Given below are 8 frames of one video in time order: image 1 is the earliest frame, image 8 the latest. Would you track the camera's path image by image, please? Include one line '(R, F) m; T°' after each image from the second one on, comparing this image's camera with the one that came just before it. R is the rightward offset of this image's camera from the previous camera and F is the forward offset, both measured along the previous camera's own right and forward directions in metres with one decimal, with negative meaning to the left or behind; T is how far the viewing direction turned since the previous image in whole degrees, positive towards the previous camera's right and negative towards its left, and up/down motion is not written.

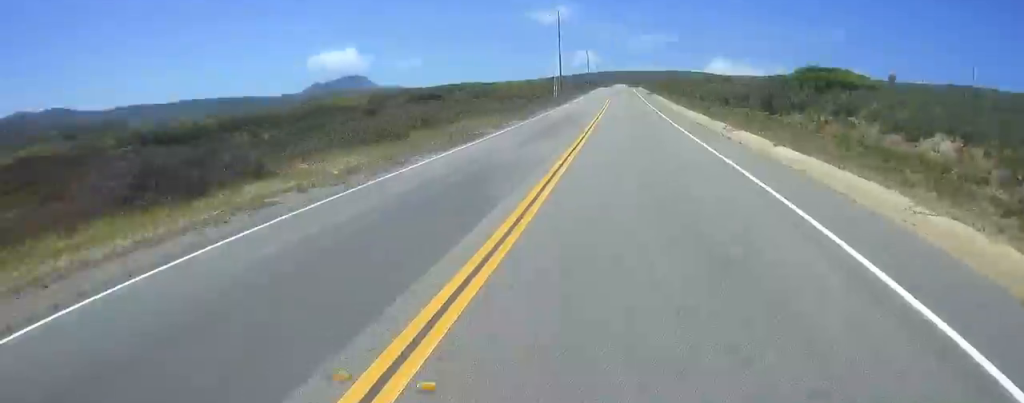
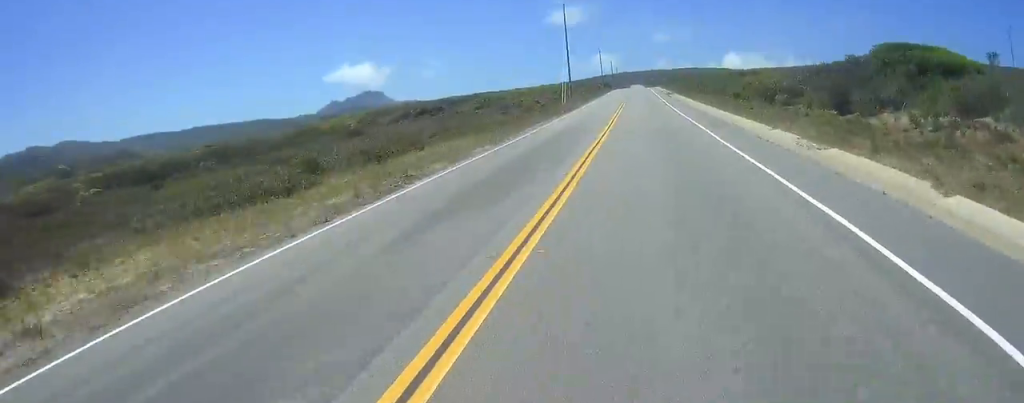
(0.0, +11.3) m; 0°
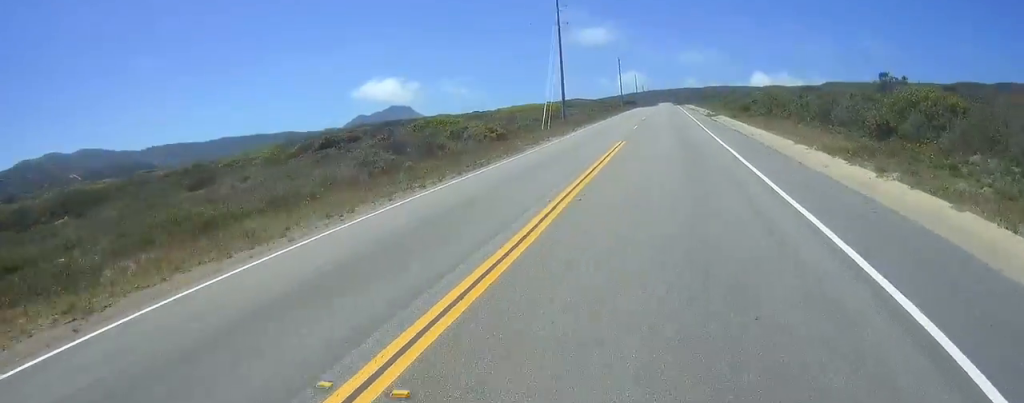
(+0.2, +33.1) m; +1°
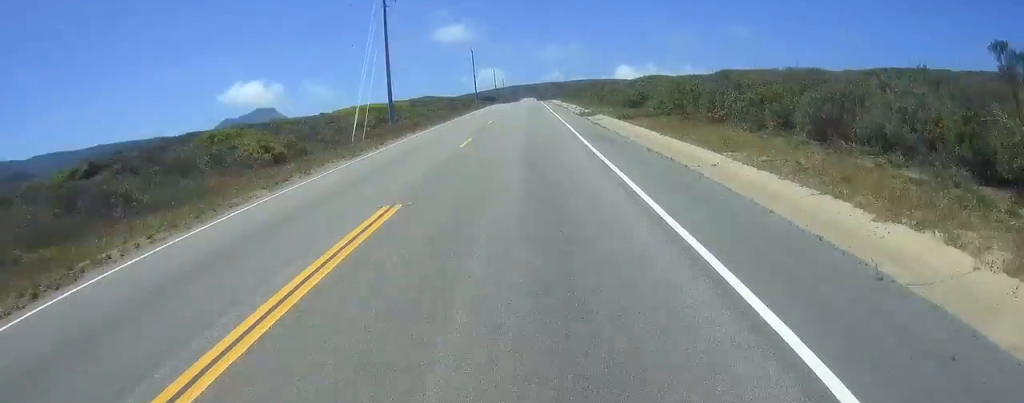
(0.0, +16.2) m; 0°
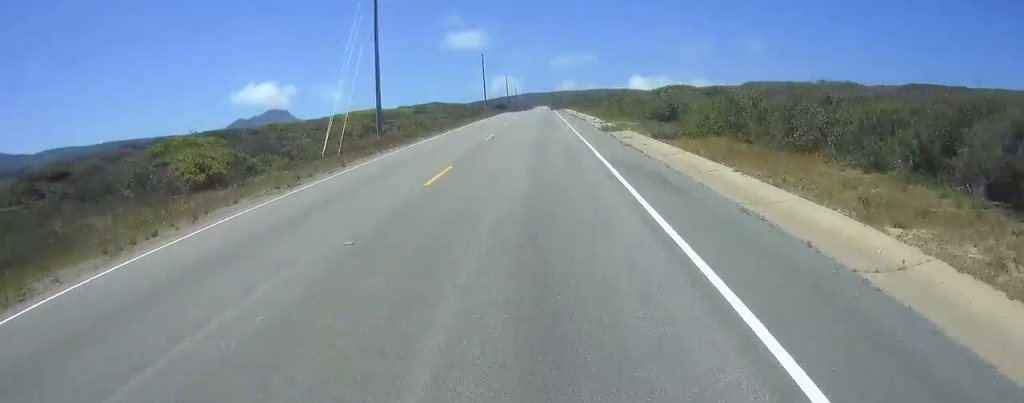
(0.0, +7.7) m; 0°
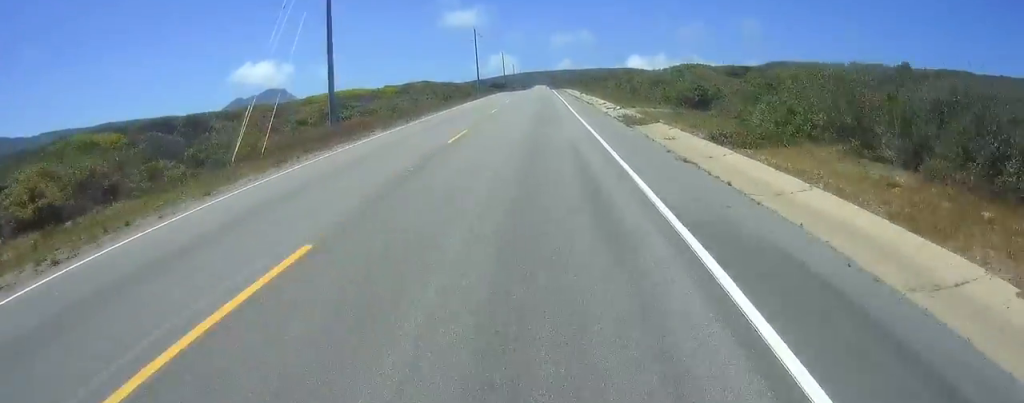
(0.0, +10.0) m; 0°
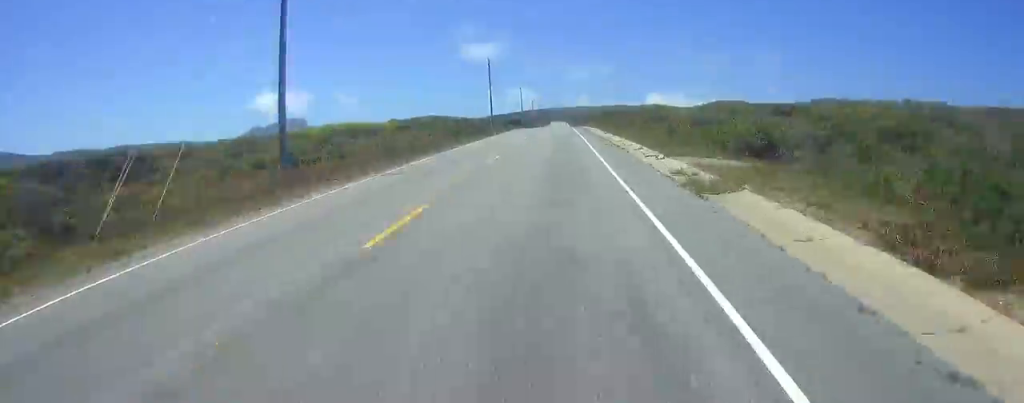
(0.0, +8.8) m; 0°
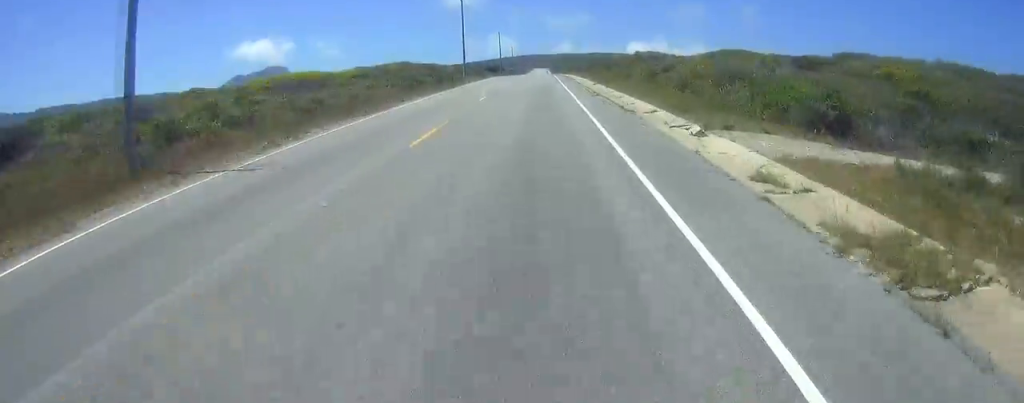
(0.0, +9.5) m; 0°
